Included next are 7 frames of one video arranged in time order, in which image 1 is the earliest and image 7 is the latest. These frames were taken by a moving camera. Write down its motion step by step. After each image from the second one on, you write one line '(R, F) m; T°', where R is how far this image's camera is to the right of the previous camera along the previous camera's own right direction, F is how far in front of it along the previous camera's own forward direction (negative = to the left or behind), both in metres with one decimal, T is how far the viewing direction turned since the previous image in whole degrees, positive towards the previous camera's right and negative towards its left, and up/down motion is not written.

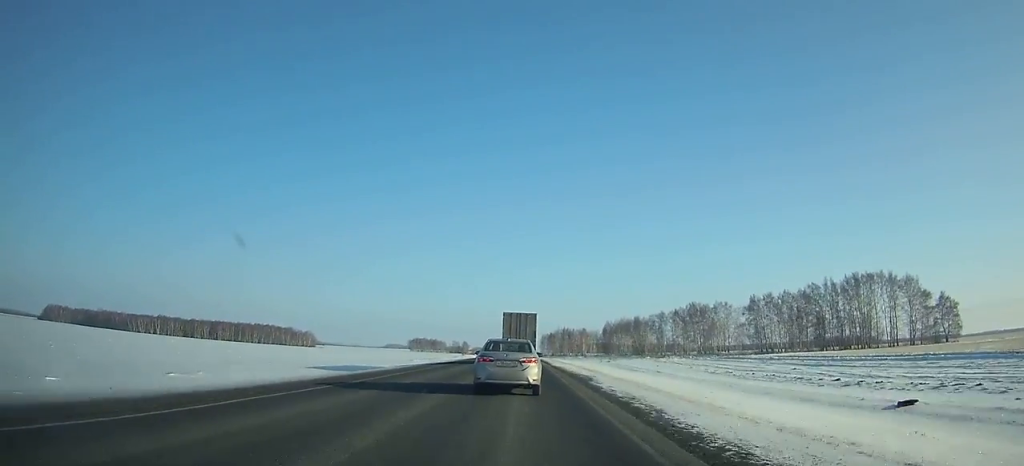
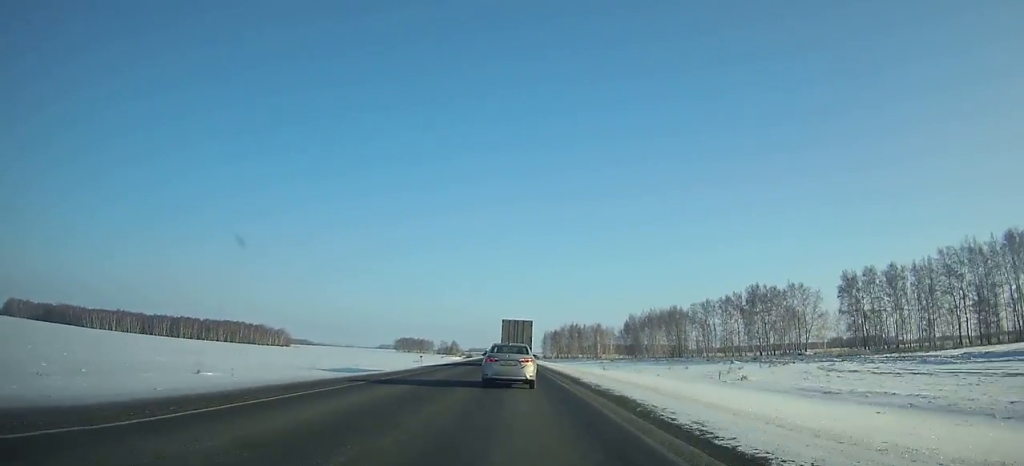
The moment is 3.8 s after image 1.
(0.0, +68.2) m; 0°
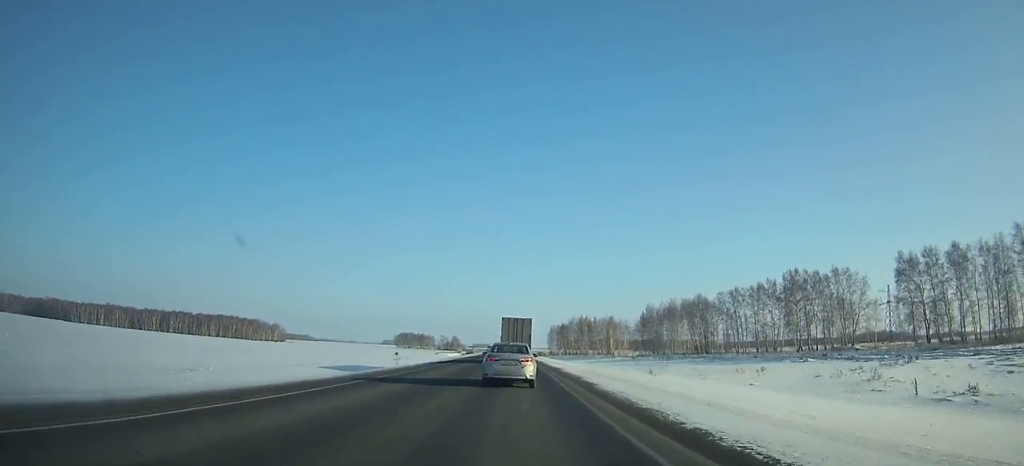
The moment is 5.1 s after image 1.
(-0.2, +23.9) m; 0°
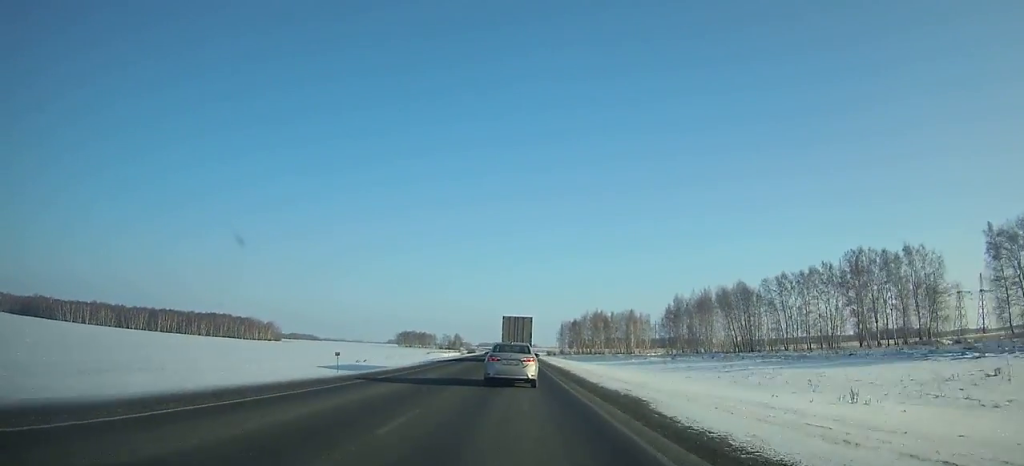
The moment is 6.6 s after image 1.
(0.0, +27.6) m; 0°
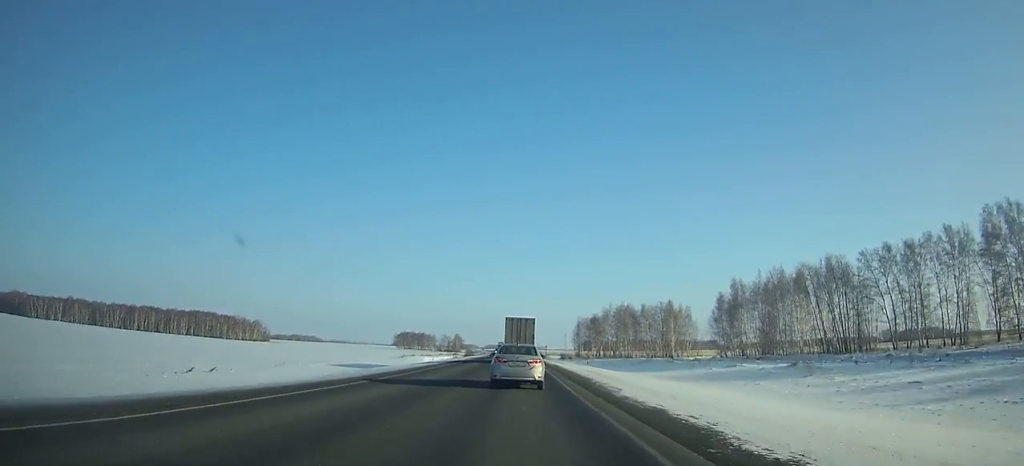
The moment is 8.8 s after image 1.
(-0.3, +41.4) m; -1°
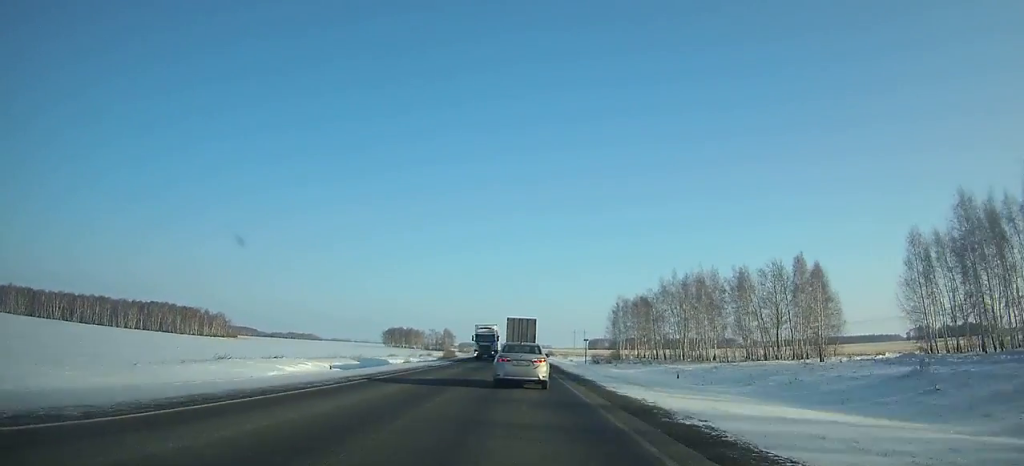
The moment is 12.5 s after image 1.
(-0.4, +70.8) m; 0°
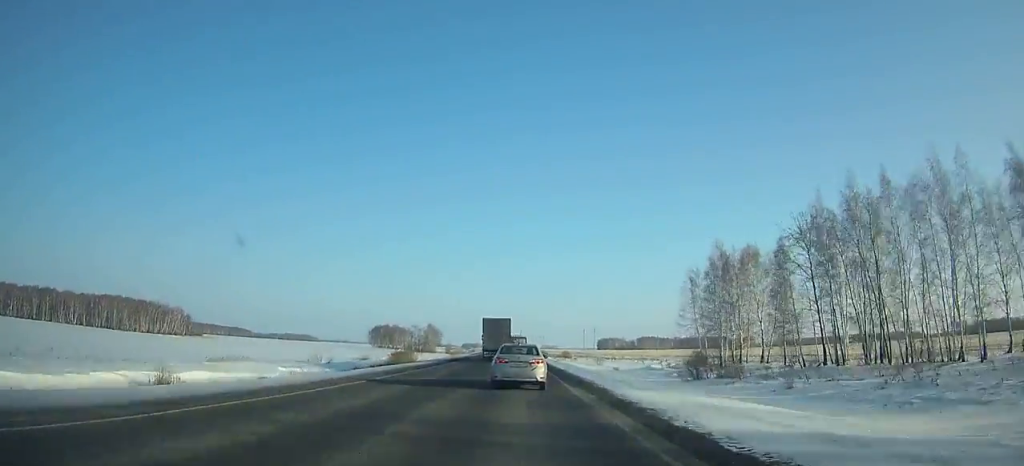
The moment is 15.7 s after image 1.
(0.0, +62.8) m; -1°
